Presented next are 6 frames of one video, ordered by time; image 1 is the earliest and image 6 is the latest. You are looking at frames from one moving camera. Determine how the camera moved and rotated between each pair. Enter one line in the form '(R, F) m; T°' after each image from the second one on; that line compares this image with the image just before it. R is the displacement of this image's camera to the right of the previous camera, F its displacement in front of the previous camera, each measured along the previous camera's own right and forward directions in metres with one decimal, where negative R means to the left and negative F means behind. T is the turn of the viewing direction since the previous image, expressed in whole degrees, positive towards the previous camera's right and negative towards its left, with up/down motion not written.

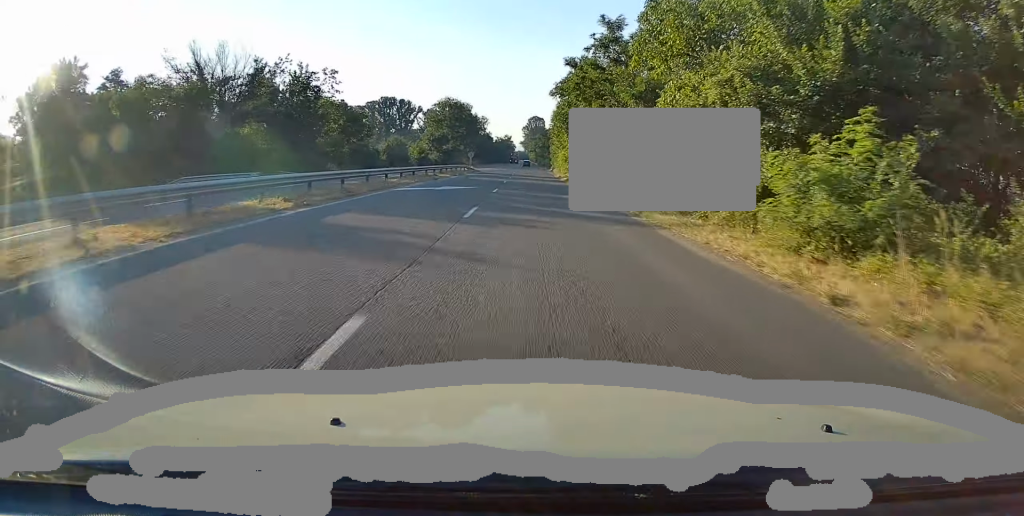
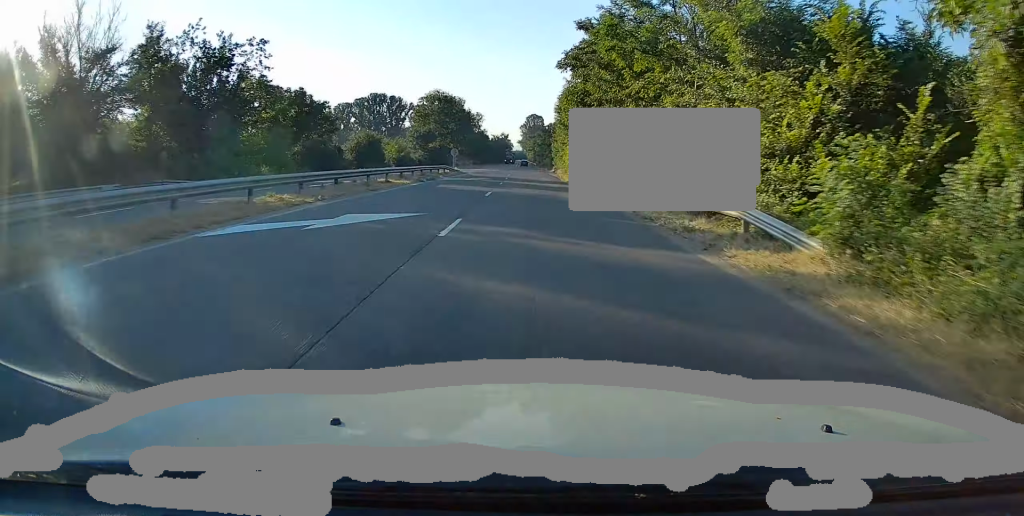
(+0.2, +15.6) m; 0°
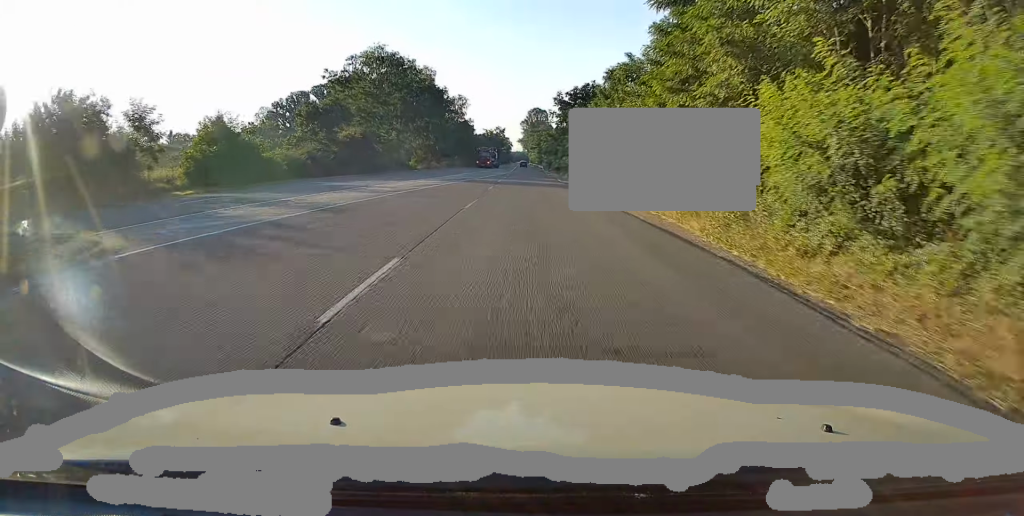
(0.0, +54.7) m; 0°
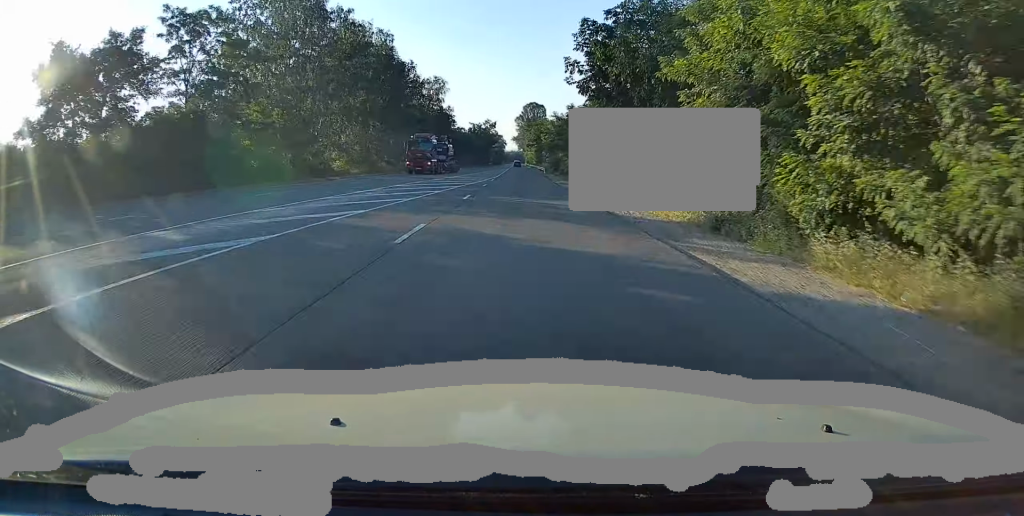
(-0.3, +31.5) m; 0°
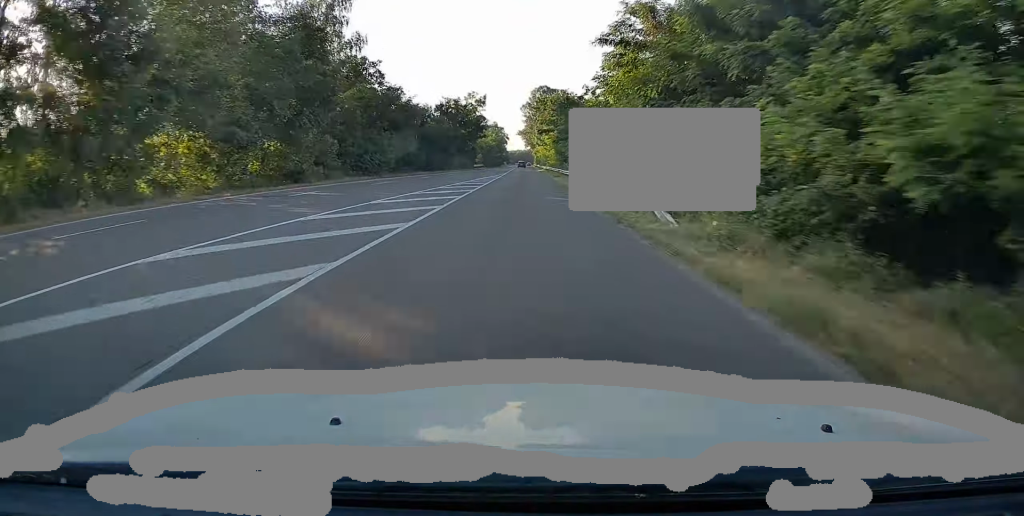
(+0.1, +63.3) m; 0°
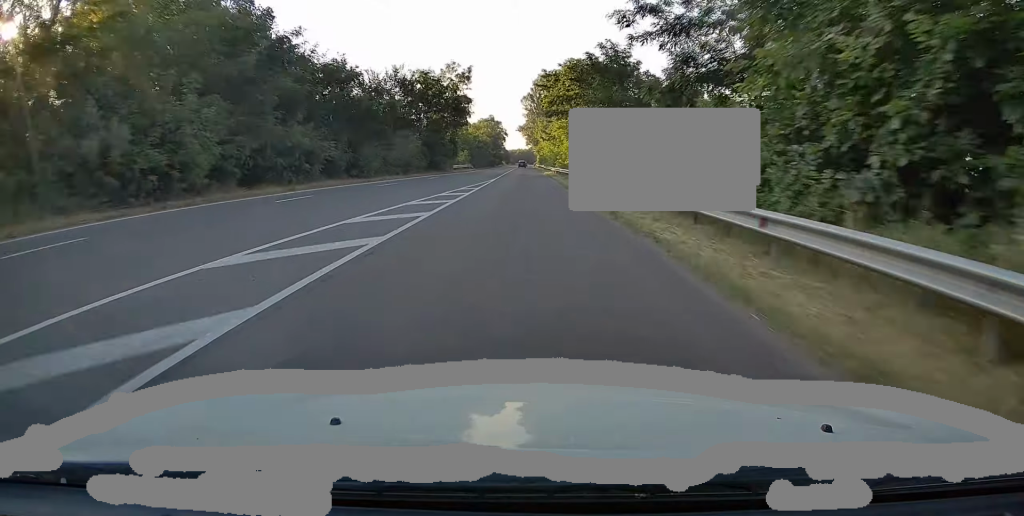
(0.0, +27.9) m; 0°
